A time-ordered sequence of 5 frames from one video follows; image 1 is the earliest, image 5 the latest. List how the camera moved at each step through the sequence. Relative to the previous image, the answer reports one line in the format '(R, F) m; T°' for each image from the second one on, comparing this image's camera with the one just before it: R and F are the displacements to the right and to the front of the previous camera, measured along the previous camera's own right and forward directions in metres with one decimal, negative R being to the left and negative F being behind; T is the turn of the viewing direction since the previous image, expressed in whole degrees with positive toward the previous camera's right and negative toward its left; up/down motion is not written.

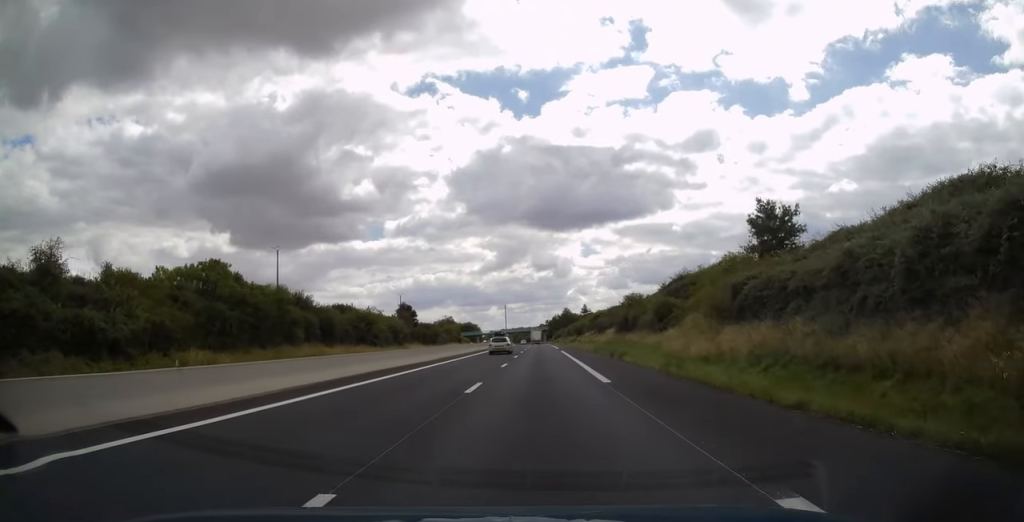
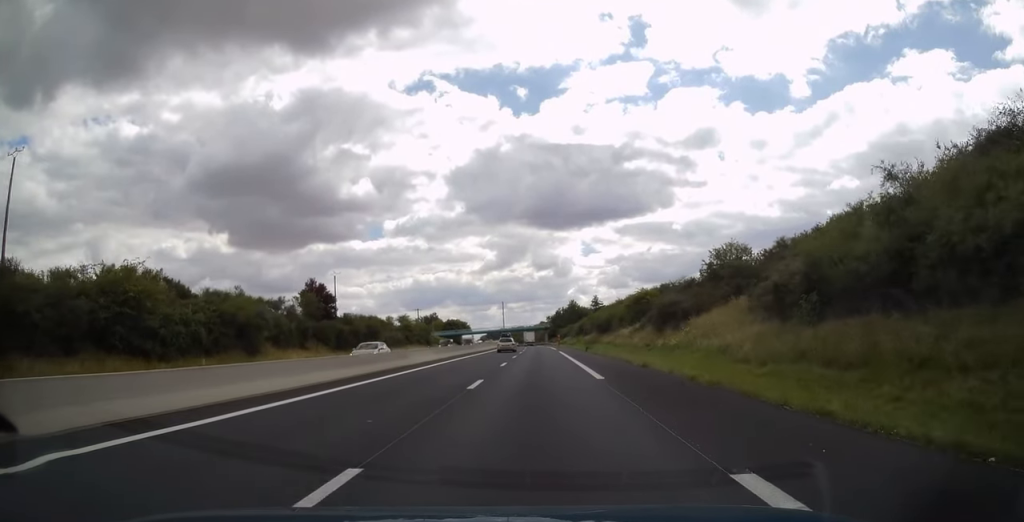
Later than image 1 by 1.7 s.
(-0.1, +50.8) m; 0°
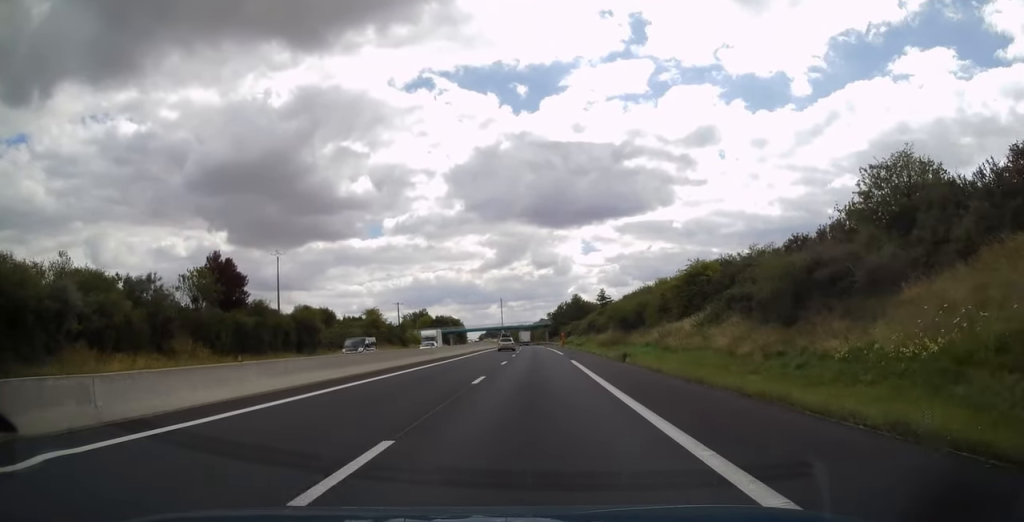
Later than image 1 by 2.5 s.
(-0.2, +24.2) m; 0°
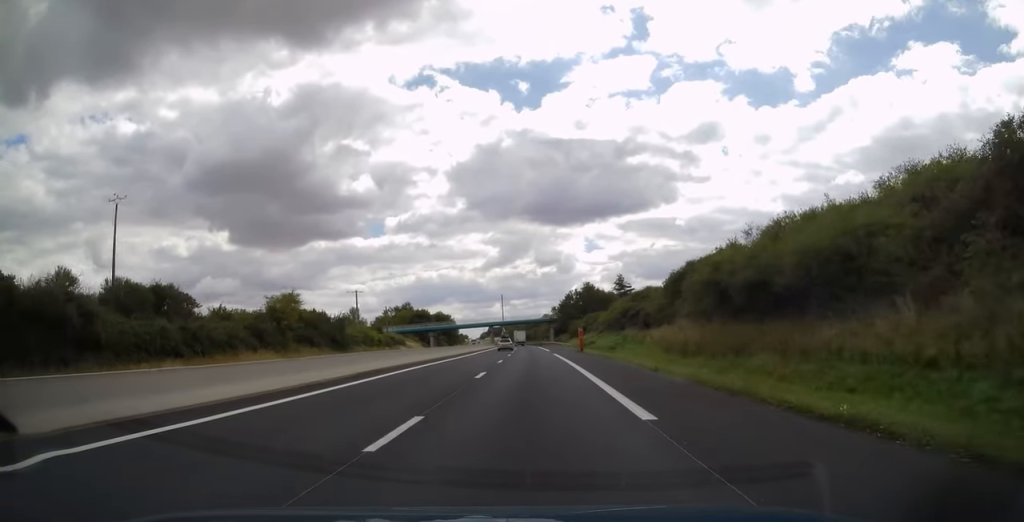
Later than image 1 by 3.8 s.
(+0.3, +36.5) m; 0°
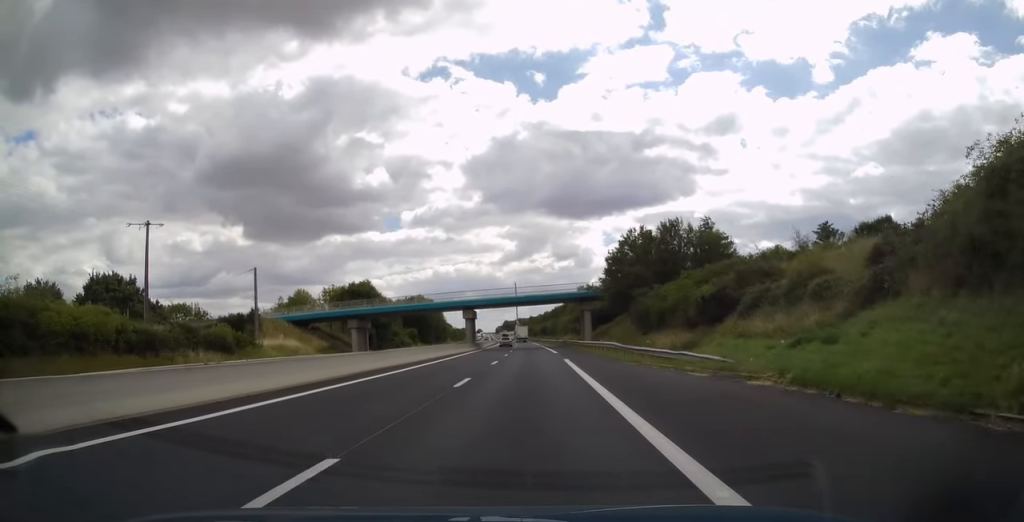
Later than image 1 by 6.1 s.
(-1.2, +68.6) m; -2°
